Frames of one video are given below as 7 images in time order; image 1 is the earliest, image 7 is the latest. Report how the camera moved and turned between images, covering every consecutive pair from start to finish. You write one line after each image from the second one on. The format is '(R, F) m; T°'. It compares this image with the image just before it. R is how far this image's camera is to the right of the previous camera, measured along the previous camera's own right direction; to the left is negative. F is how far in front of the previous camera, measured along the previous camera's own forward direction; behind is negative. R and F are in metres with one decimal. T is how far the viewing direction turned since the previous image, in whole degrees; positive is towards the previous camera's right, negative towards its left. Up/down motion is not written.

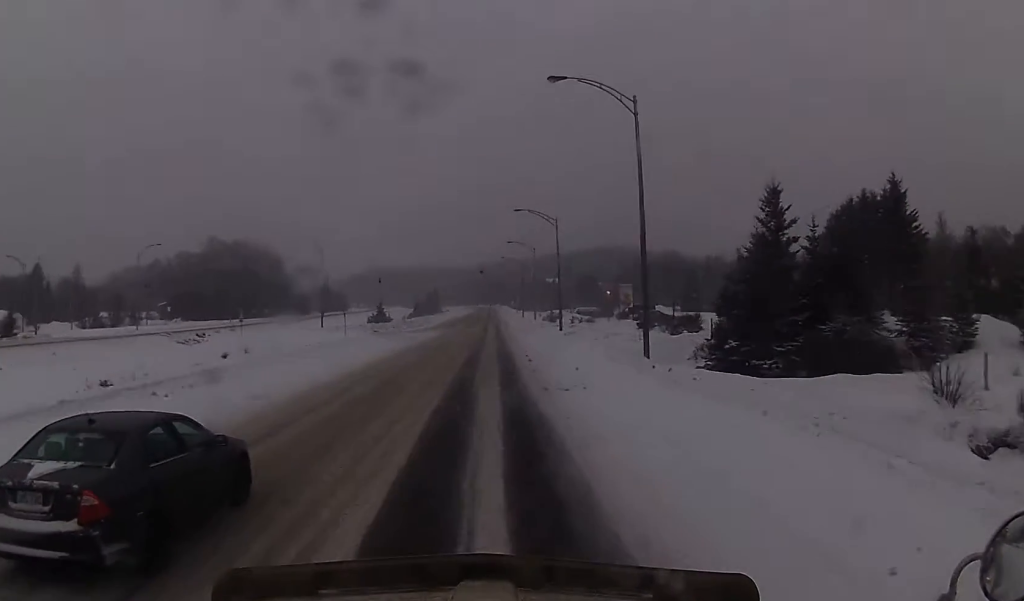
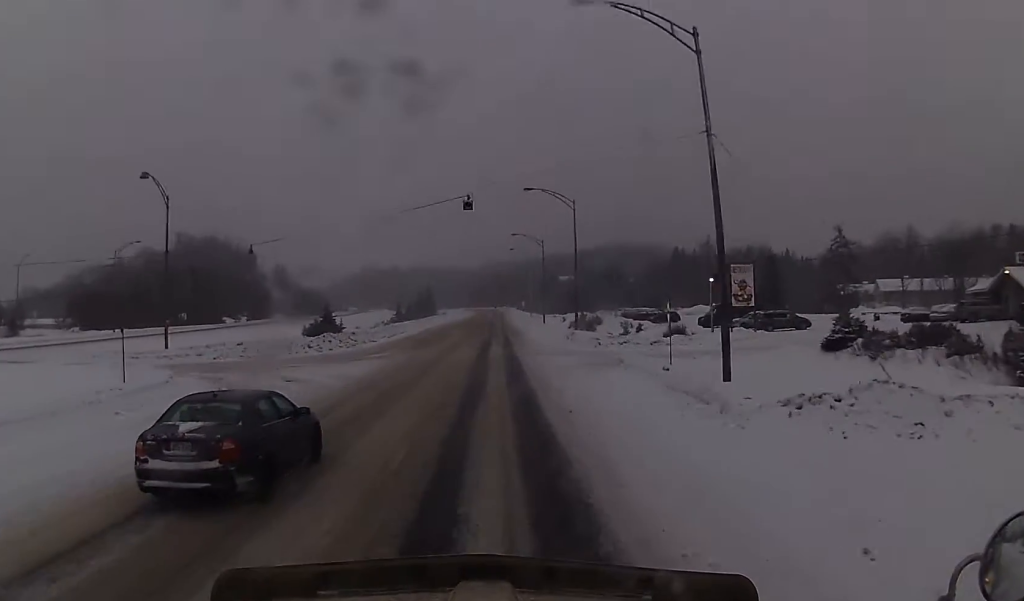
(-0.5, +50.6) m; +1°
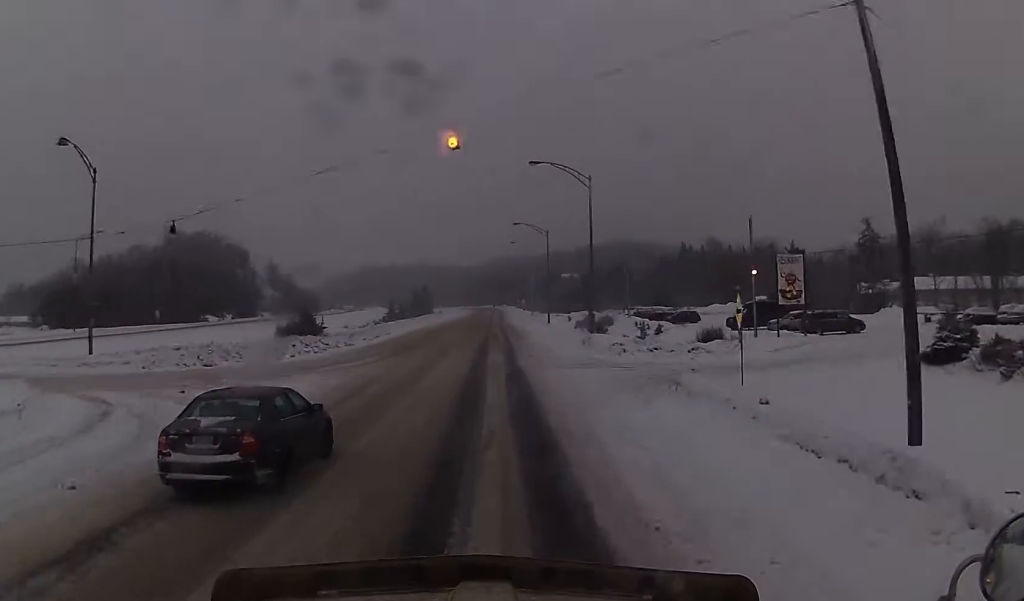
(0.0, +10.4) m; 0°
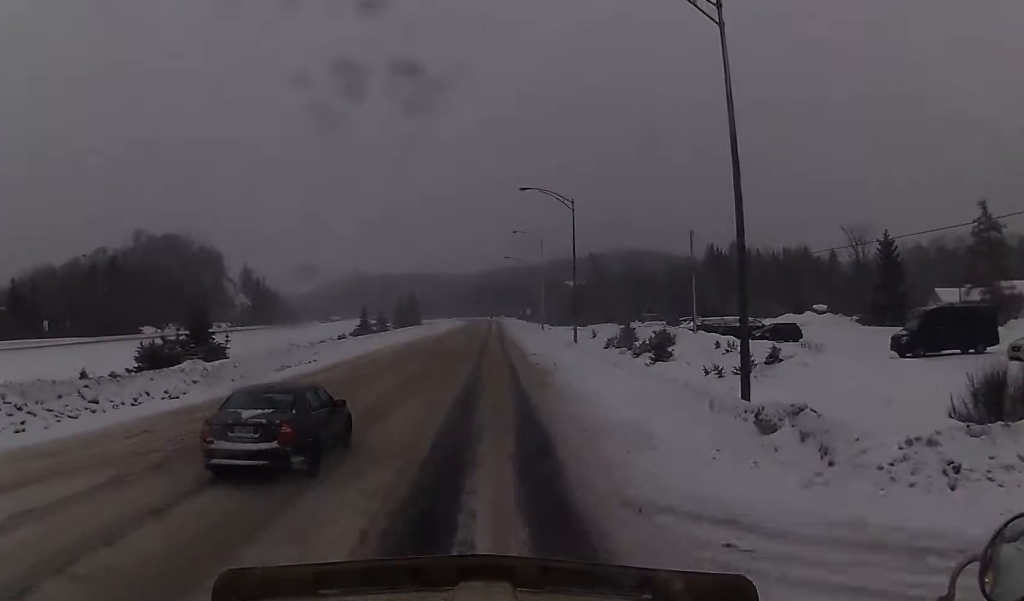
(-0.4, +31.6) m; 0°
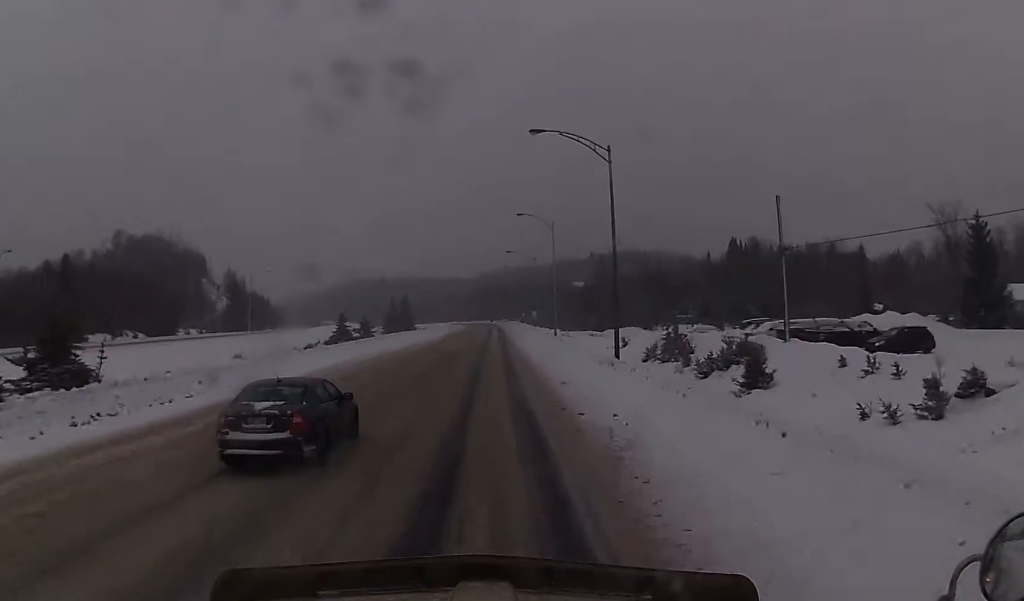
(+0.3, +19.7) m; 0°
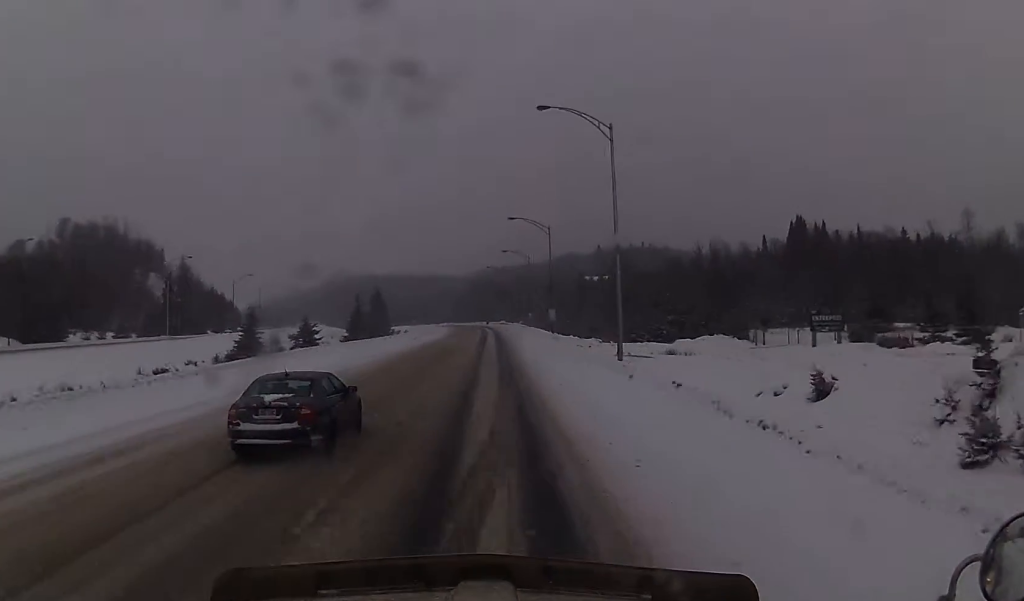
(-0.1, +41.2) m; 0°
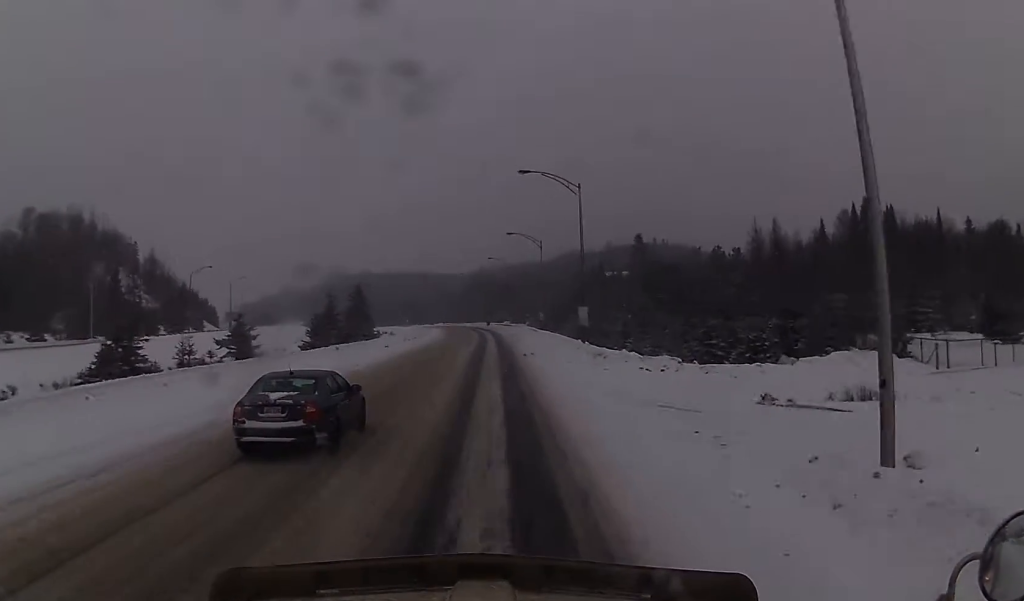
(+0.2, +25.6) m; -1°
